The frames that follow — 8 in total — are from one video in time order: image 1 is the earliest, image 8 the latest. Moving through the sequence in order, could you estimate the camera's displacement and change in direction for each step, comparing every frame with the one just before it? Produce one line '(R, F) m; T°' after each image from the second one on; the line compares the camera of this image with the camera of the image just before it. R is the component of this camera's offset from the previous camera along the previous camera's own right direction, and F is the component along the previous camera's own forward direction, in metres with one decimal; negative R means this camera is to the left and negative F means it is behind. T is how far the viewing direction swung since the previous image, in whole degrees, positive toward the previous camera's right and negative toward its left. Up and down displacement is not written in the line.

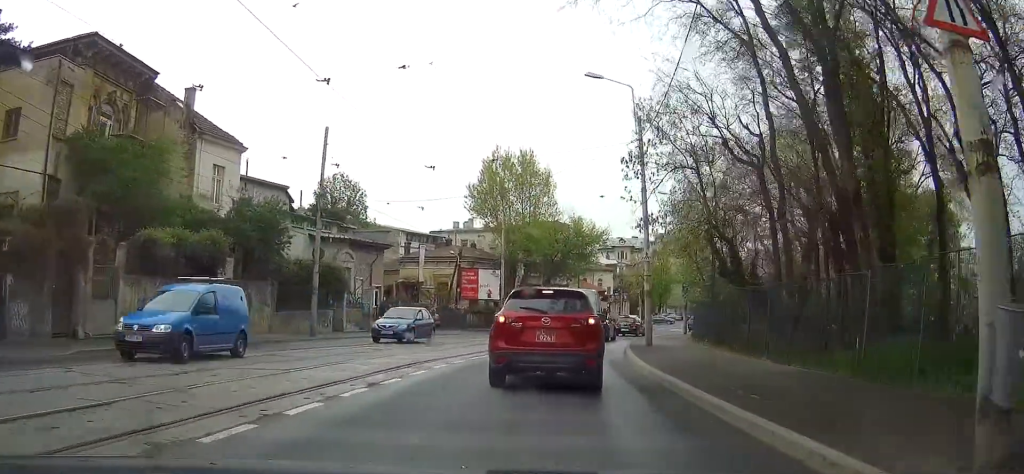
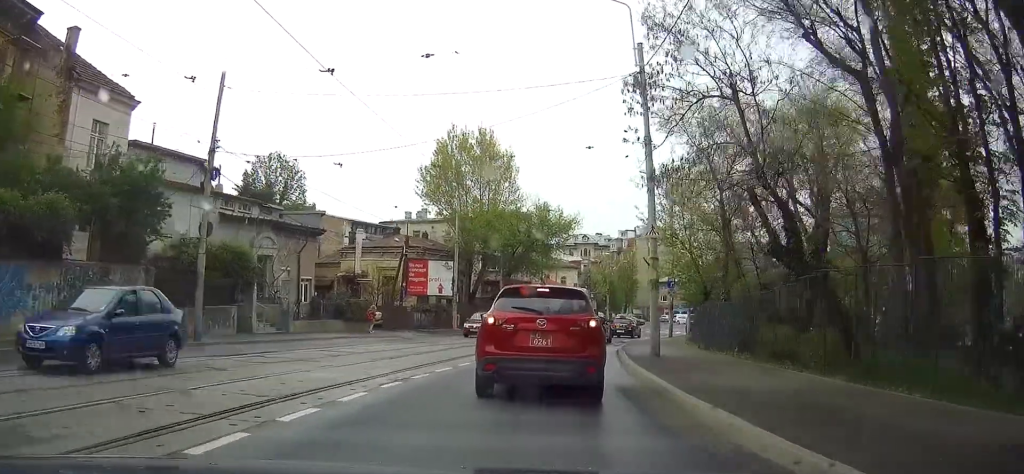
(+0.4, +8.2) m; +4°
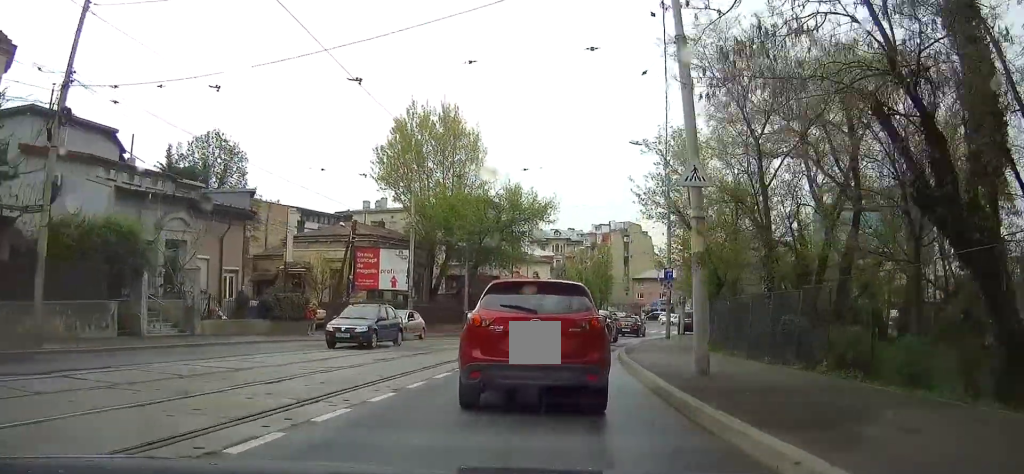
(+0.2, +8.0) m; +3°
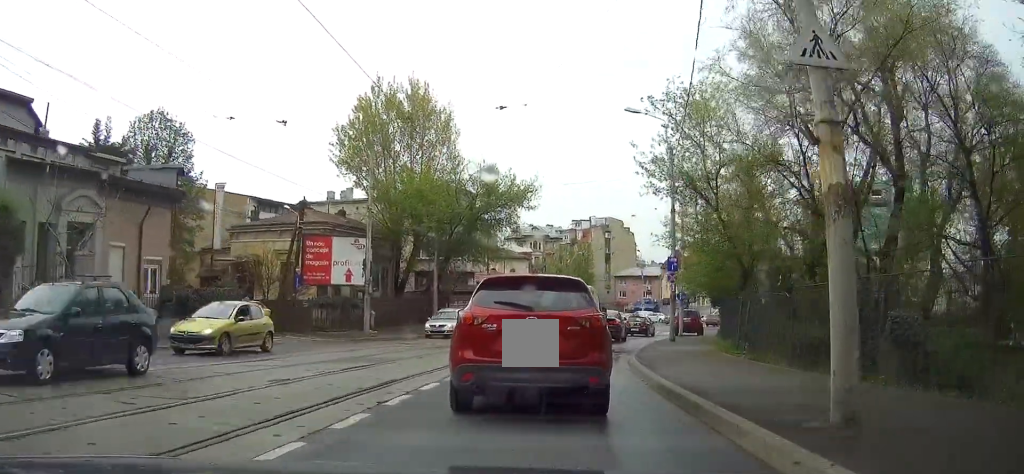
(+0.3, +7.3) m; +3°
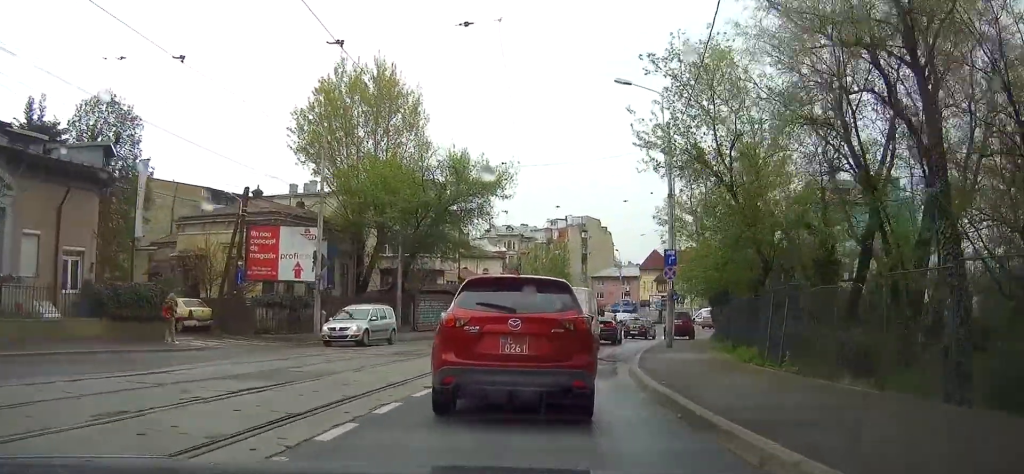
(+0.1, +5.4) m; +1°
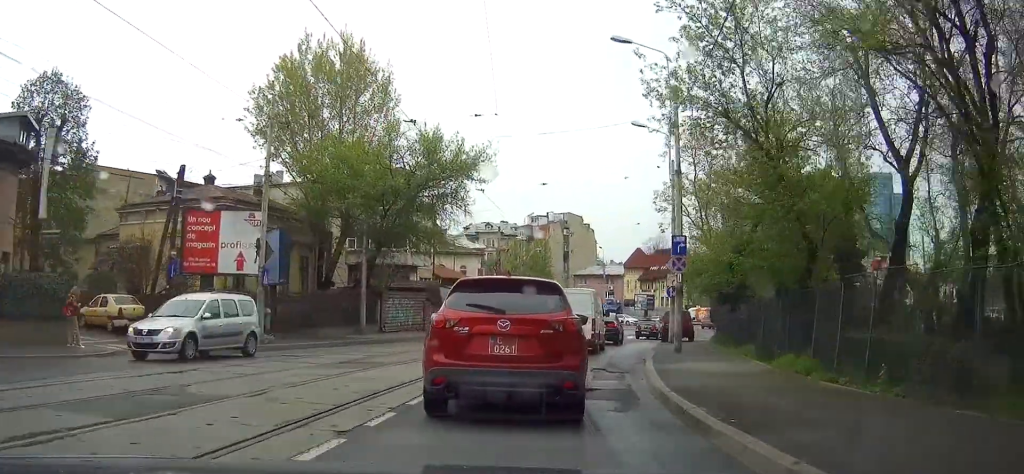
(0.0, +5.6) m; +1°
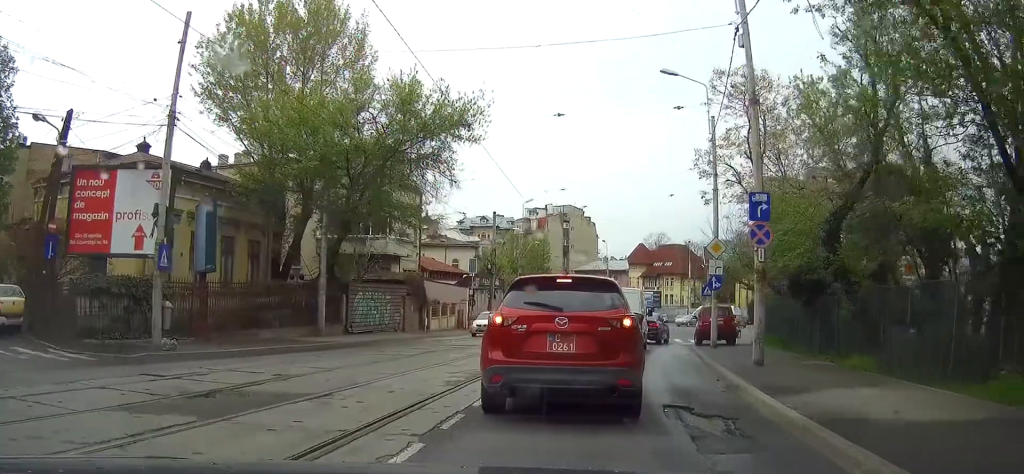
(+0.2, +8.9) m; +4°
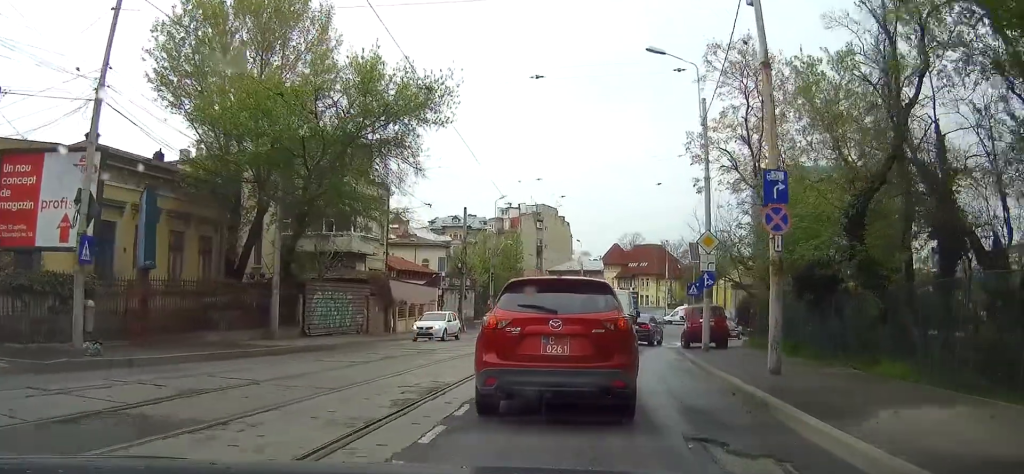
(0.0, +2.9) m; +2°
